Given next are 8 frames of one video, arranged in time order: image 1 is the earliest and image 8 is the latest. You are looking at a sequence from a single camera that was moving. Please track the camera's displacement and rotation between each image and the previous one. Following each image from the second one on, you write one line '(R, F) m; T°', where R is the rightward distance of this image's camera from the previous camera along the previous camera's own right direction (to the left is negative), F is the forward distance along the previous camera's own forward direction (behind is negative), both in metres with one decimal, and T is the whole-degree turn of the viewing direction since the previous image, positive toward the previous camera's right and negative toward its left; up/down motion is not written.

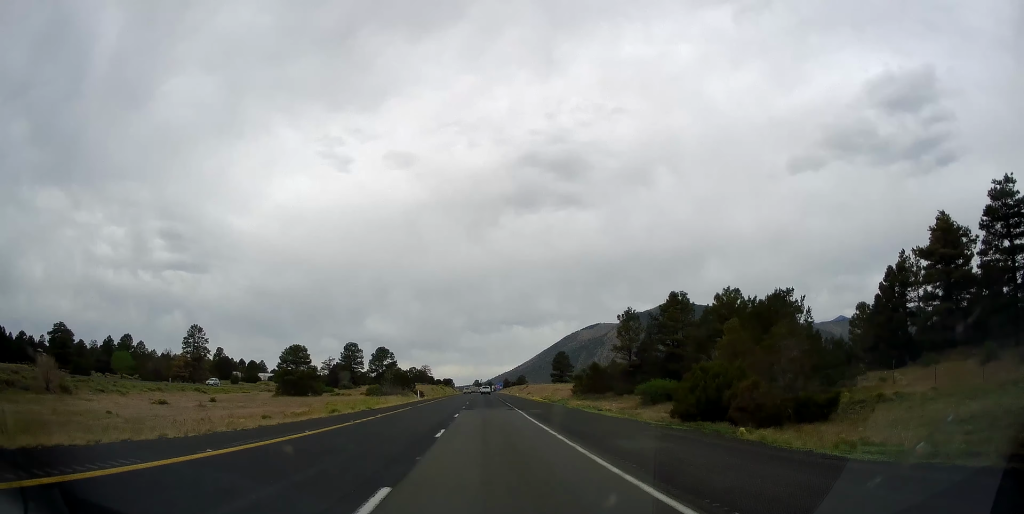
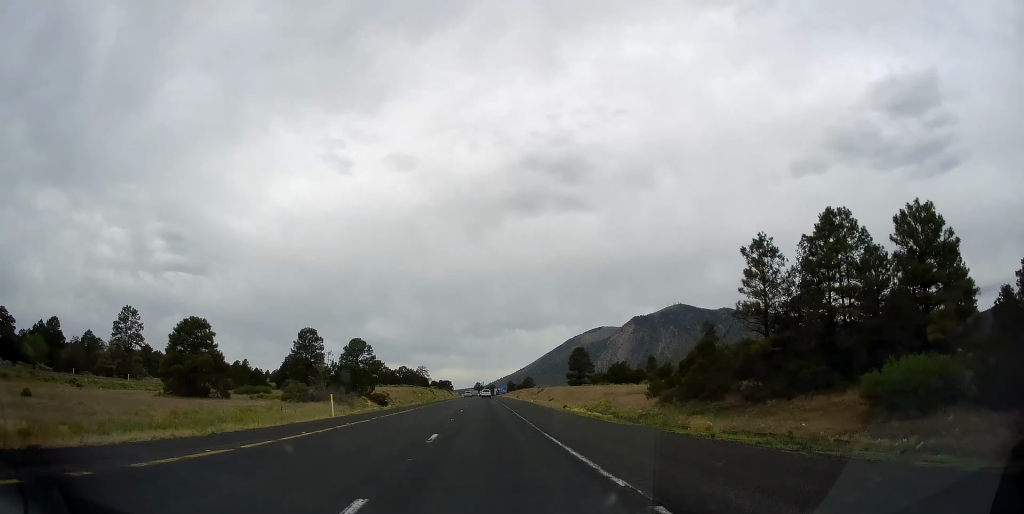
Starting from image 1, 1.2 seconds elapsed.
(-0.4, +37.9) m; 0°
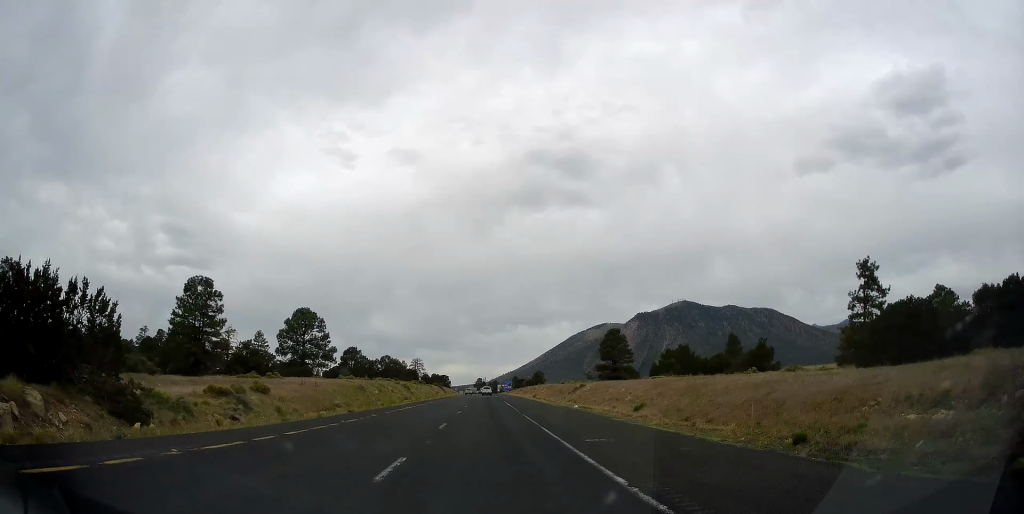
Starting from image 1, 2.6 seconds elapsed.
(+0.2, +44.0) m; -1°
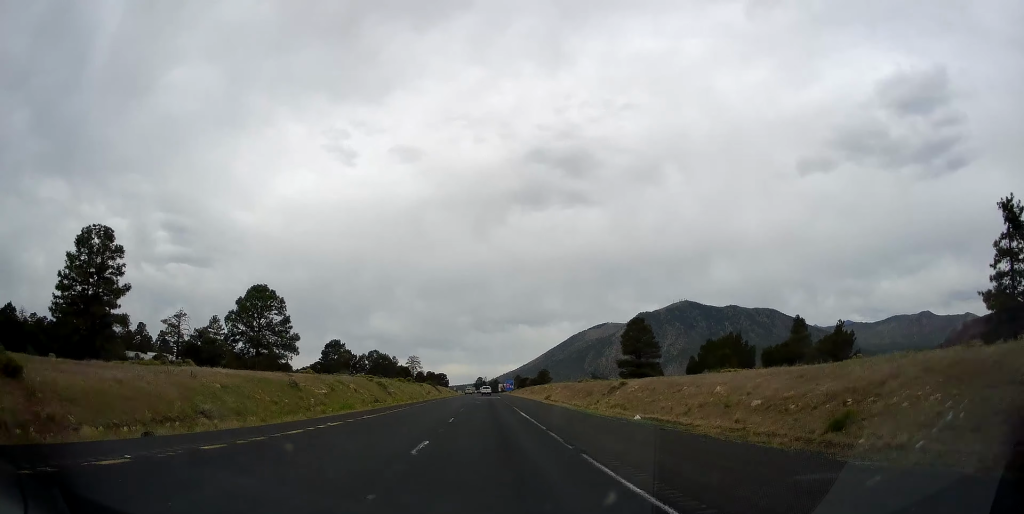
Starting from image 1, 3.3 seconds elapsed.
(-0.3, +20.6) m; -1°
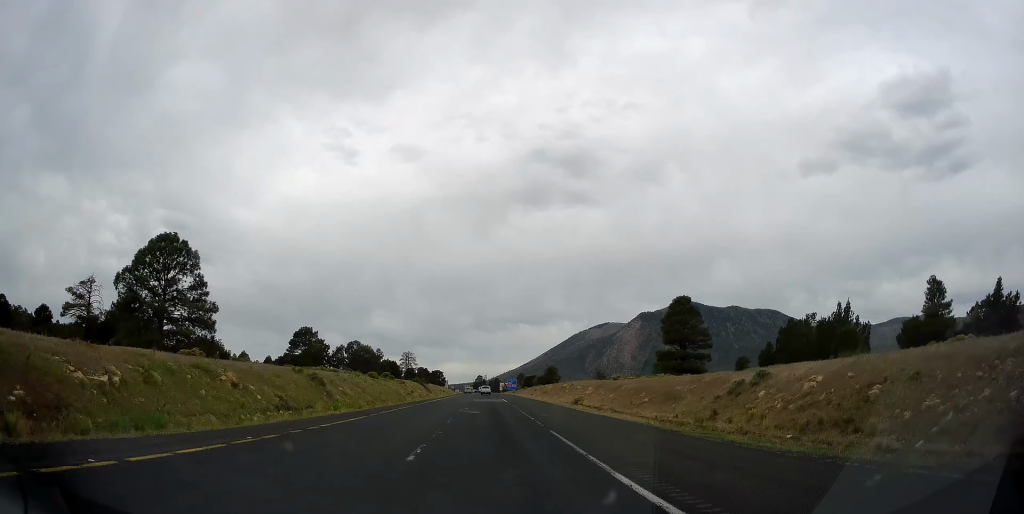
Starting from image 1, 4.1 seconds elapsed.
(-0.3, +25.6) m; 0°
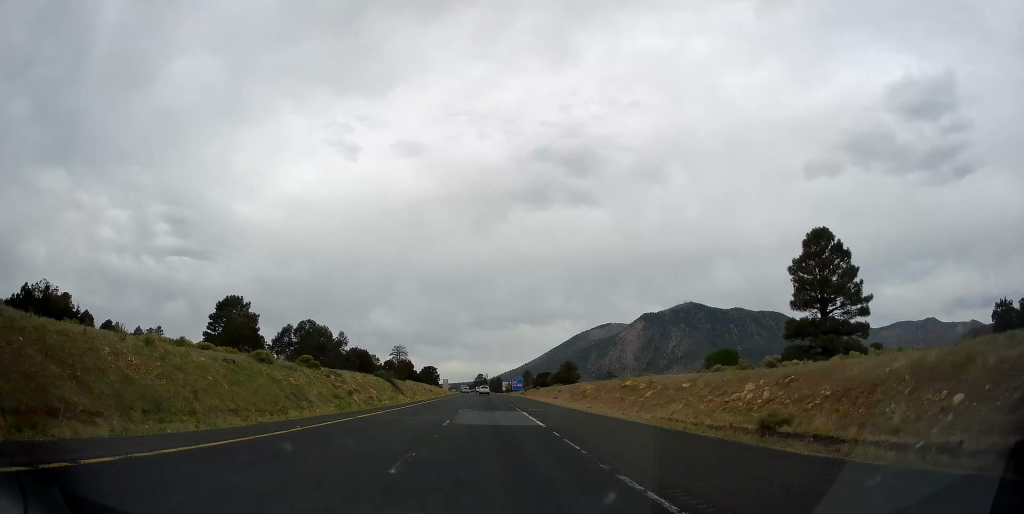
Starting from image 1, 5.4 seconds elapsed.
(+0.3, +38.3) m; +1°
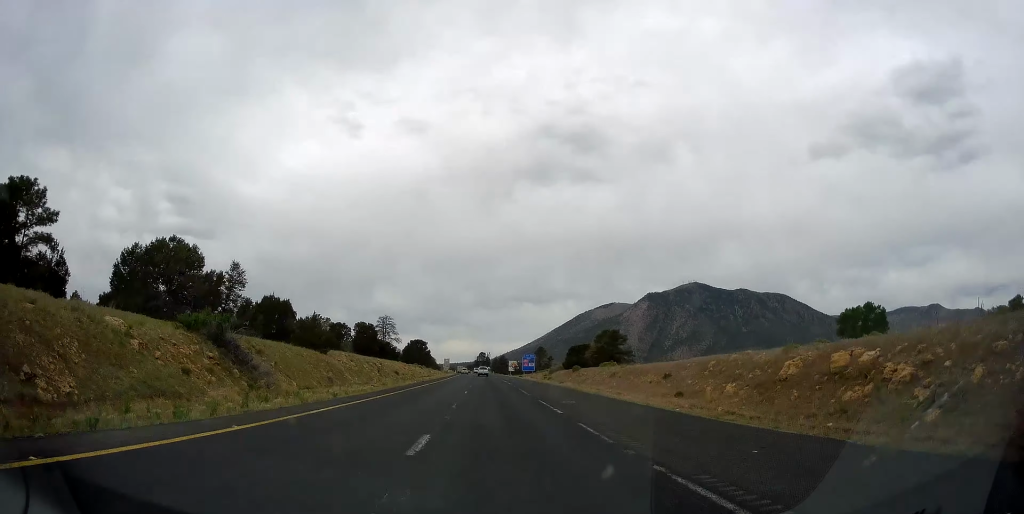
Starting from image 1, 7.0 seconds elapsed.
(-0.1, +48.5) m; 0°
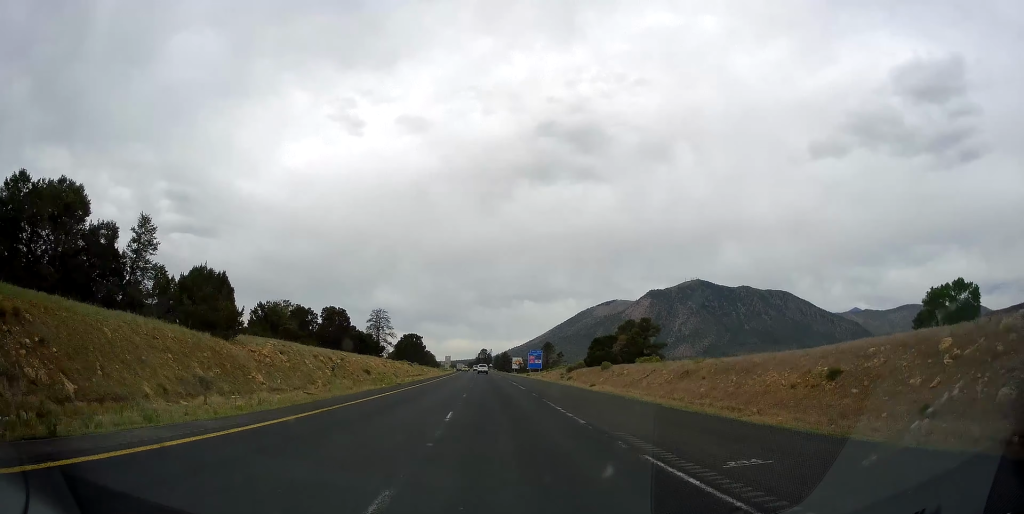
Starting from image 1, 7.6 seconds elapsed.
(0.0, +18.4) m; 0°
